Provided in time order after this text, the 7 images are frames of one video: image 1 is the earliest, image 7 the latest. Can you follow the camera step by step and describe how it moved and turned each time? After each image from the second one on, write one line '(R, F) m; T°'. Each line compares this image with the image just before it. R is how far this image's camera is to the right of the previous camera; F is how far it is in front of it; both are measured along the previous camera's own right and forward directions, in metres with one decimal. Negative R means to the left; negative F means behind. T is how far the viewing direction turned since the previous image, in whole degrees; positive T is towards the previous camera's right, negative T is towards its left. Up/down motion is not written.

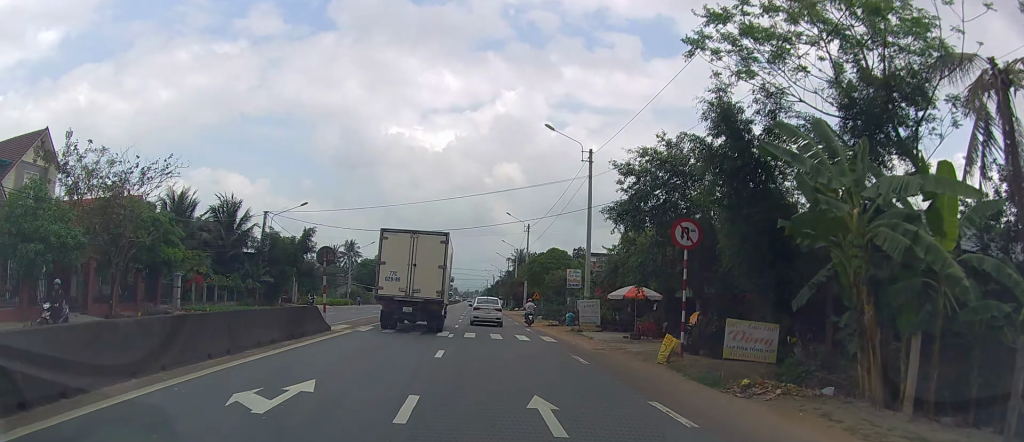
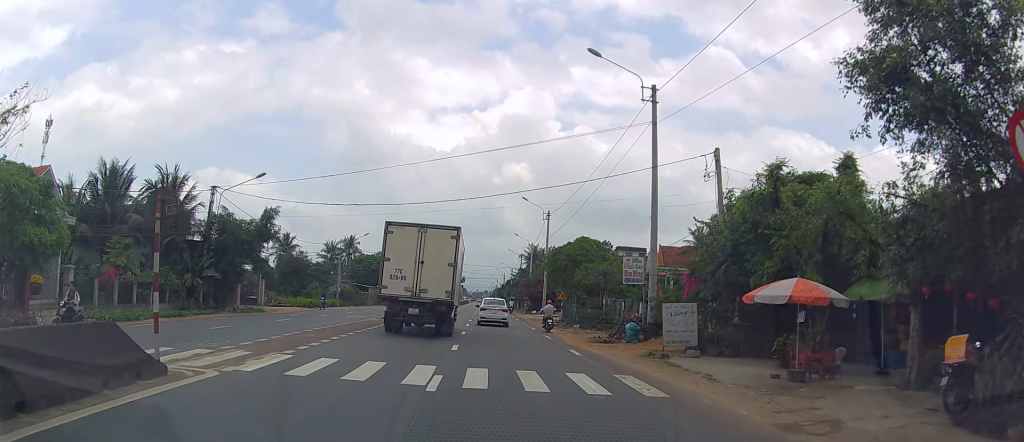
(-0.2, +12.2) m; -3°
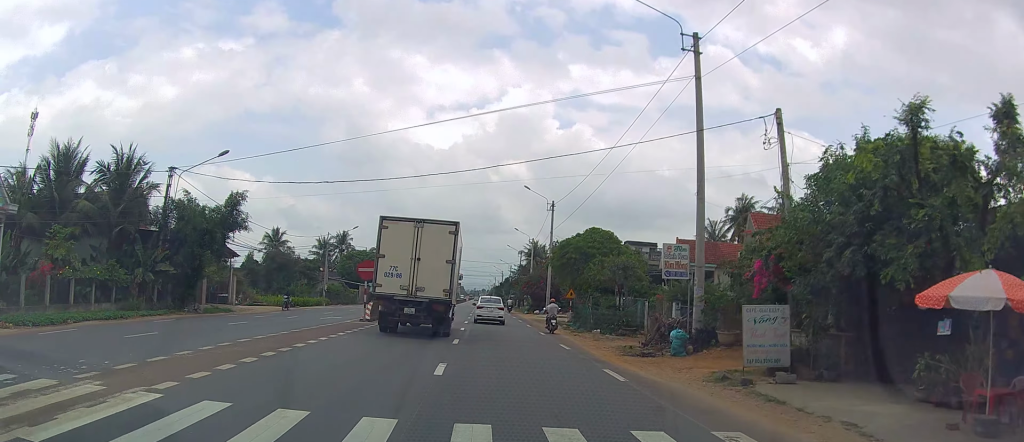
(-0.2, +5.6) m; -2°
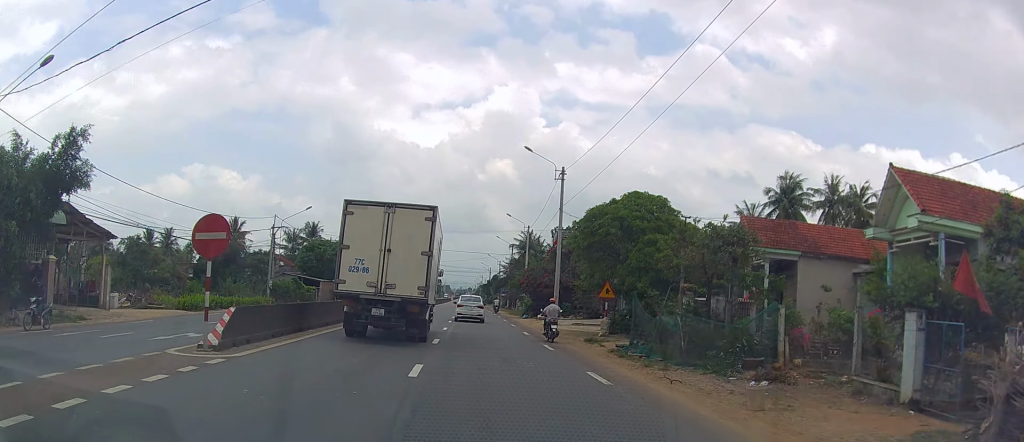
(0.0, +15.5) m; 0°
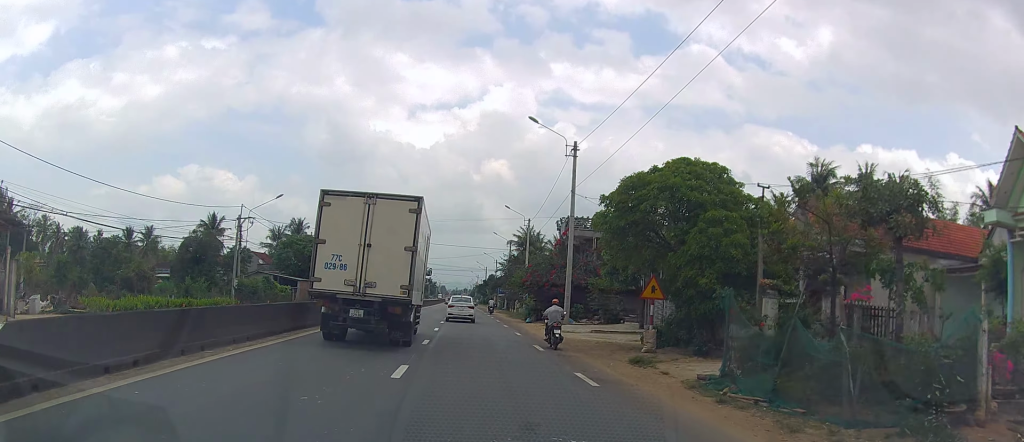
(0.0, +7.8) m; 0°
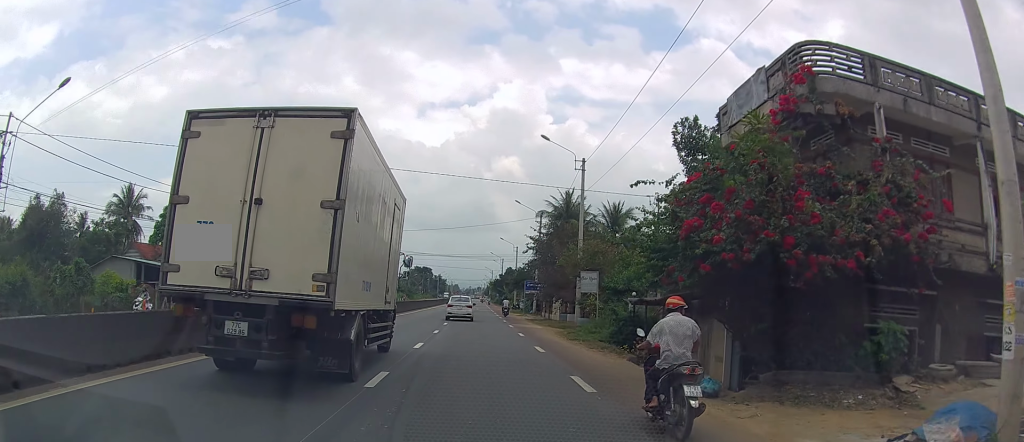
(+0.3, +31.8) m; +2°
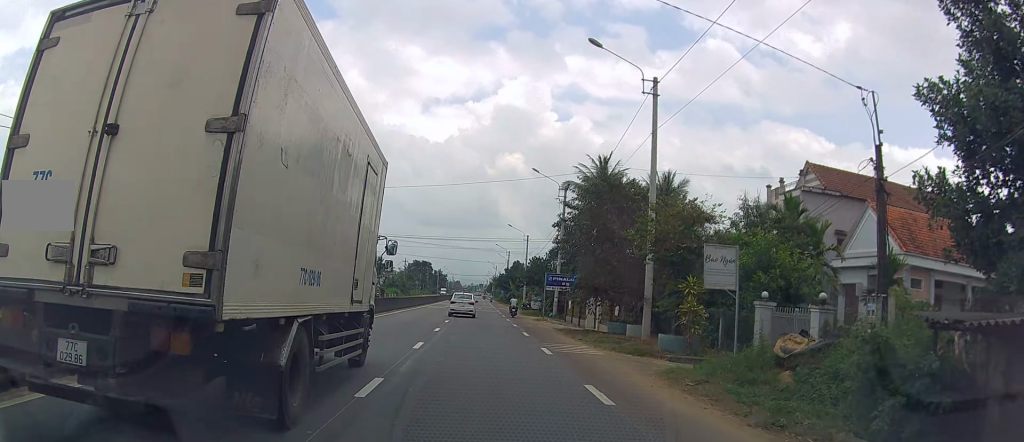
(+0.1, +16.8) m; -1°
